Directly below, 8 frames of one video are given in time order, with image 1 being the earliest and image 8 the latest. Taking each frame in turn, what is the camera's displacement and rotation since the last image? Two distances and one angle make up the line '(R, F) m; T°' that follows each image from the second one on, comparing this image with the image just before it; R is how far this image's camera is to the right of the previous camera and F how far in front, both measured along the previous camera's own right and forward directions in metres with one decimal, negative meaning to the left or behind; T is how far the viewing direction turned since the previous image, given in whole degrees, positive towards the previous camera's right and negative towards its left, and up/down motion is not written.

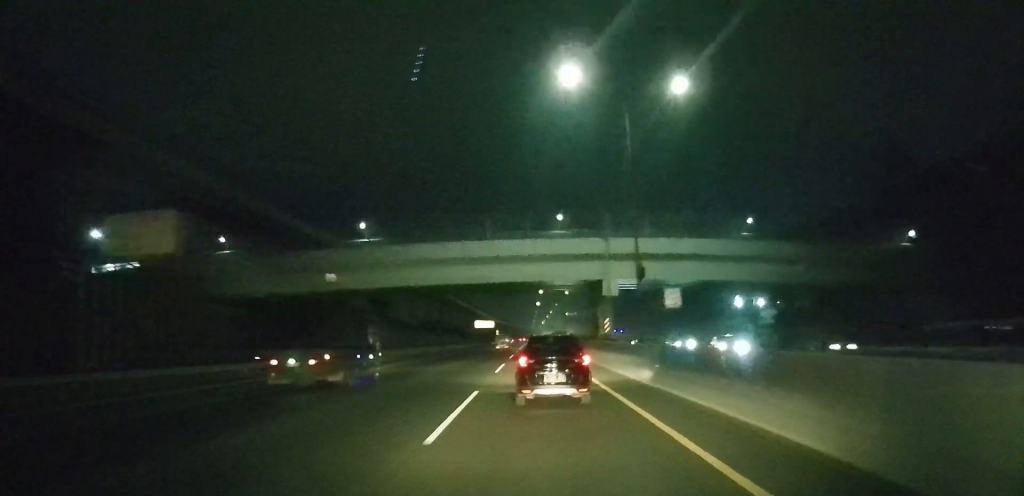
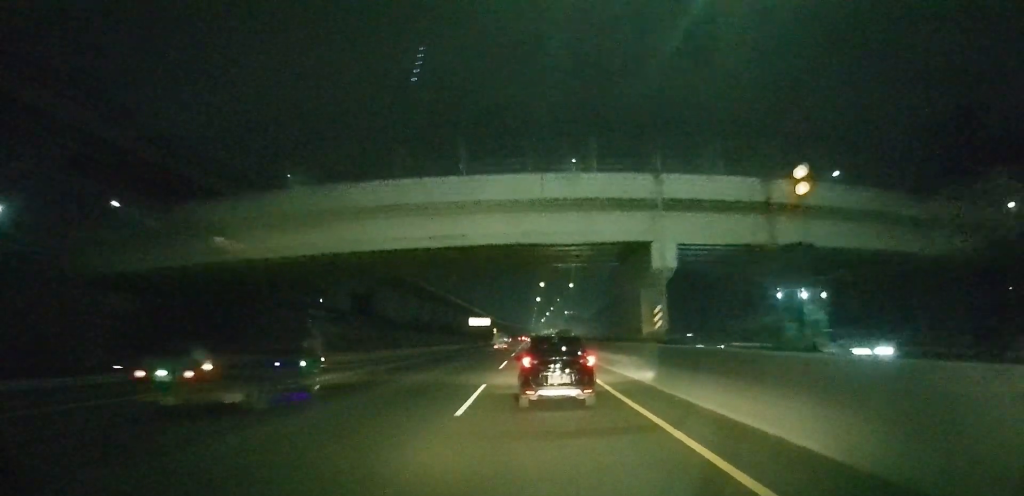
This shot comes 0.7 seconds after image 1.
(0.0, +14.2) m; 0°
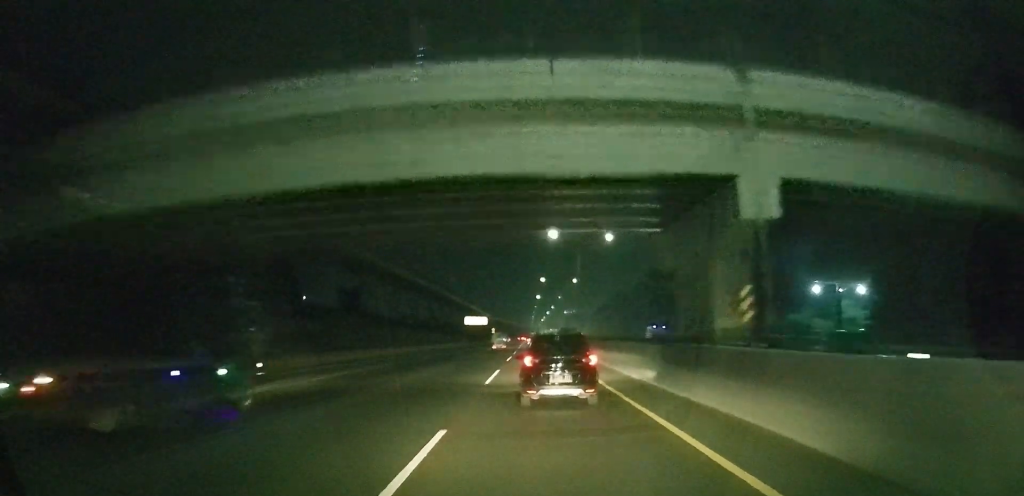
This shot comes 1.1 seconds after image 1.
(0.0, +9.2) m; 0°
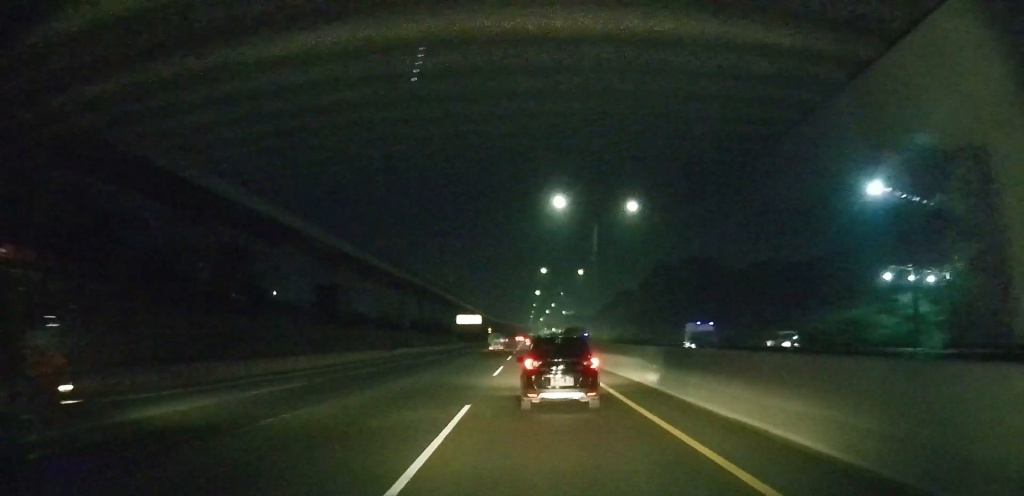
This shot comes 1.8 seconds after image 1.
(0.0, +13.9) m; 0°
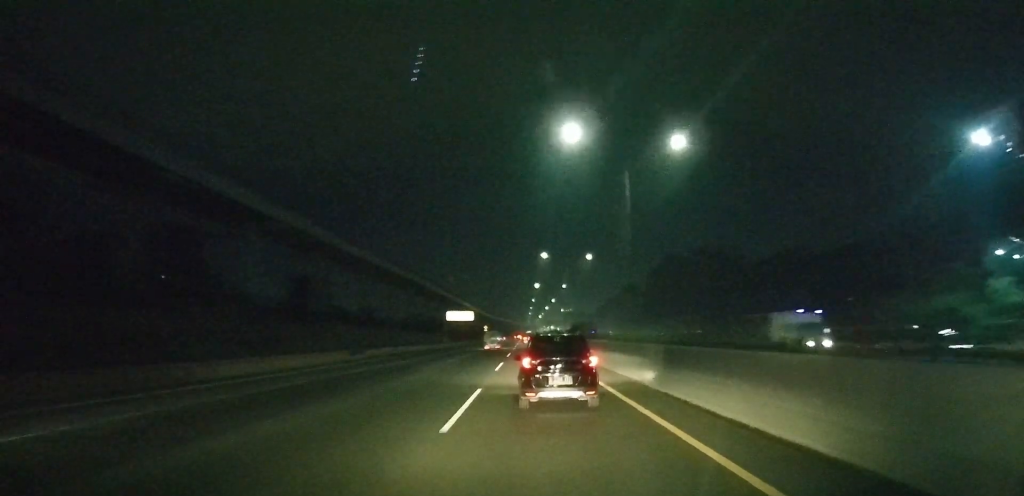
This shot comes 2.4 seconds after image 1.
(0.0, +15.0) m; 0°
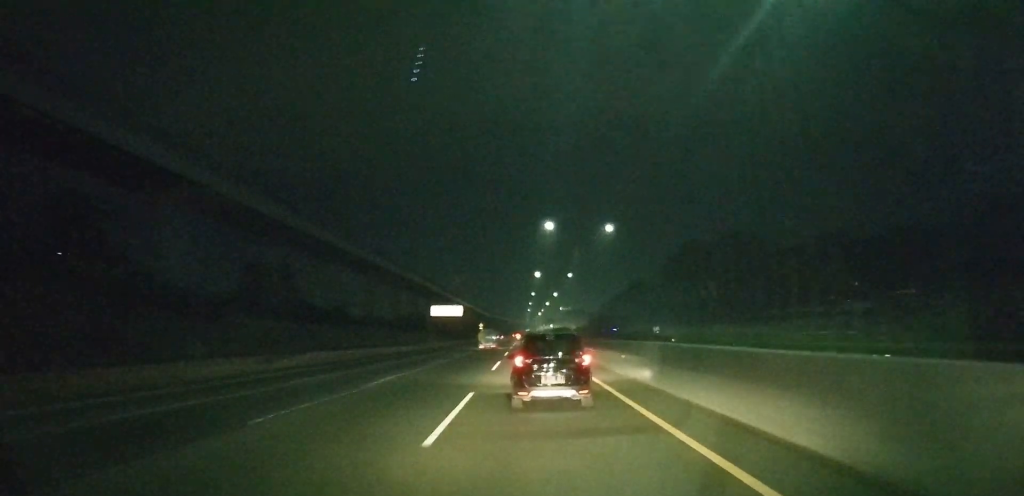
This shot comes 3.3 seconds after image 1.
(+0.1, +20.6) m; +1°
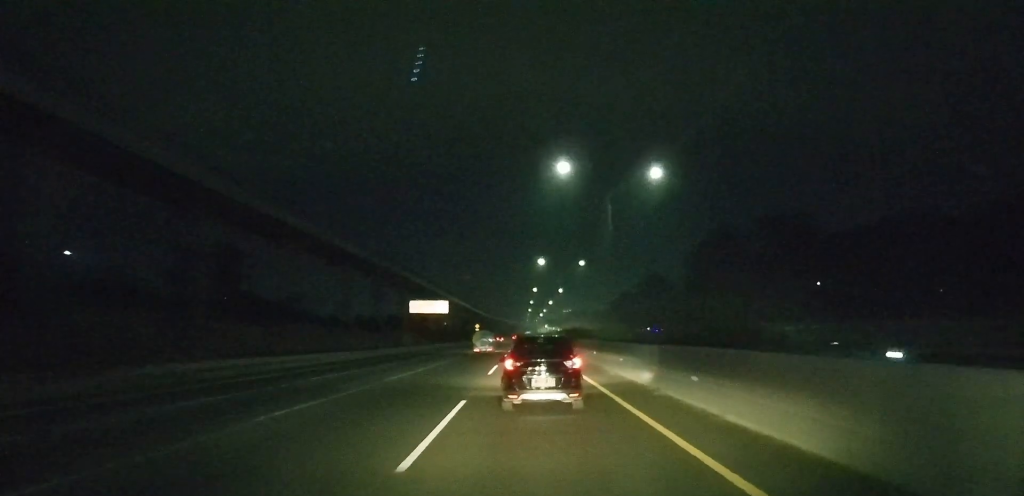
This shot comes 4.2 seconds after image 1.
(+0.3, +21.0) m; 0°
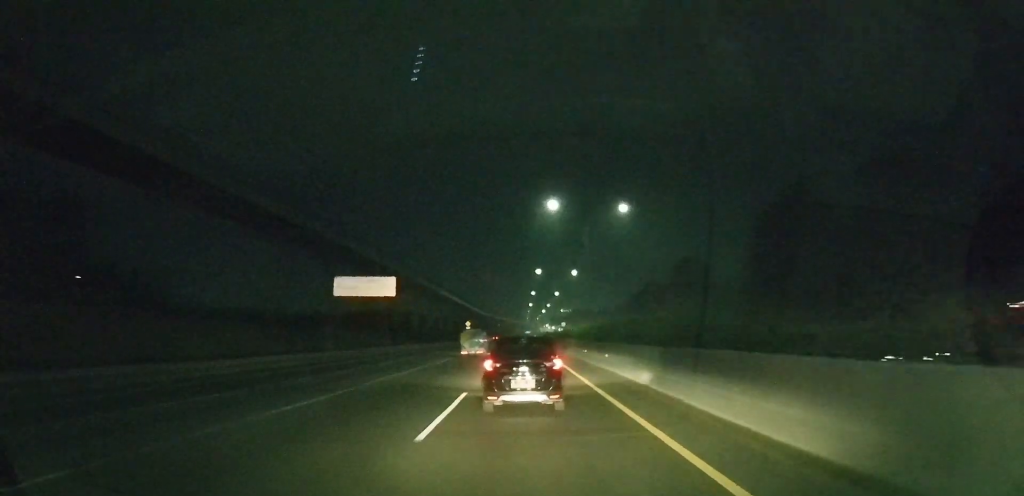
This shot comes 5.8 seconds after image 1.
(0.0, +38.1) m; -1°
